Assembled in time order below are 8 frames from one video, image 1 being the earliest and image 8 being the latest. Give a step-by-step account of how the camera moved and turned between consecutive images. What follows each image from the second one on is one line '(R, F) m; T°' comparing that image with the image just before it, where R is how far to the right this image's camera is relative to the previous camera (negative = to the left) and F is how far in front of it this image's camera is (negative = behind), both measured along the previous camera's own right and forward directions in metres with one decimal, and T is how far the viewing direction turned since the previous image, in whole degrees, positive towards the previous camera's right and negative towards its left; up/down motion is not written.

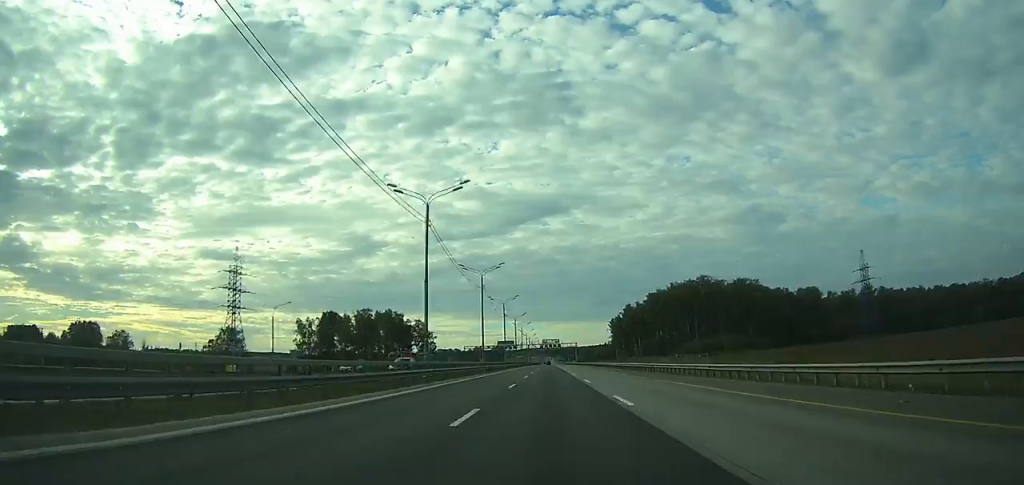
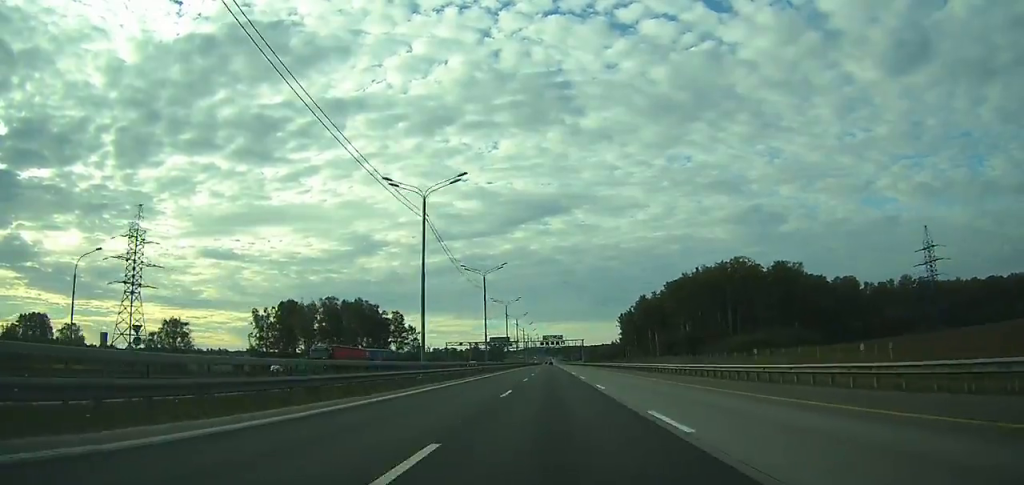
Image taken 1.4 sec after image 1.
(+0.1, +36.8) m; 0°
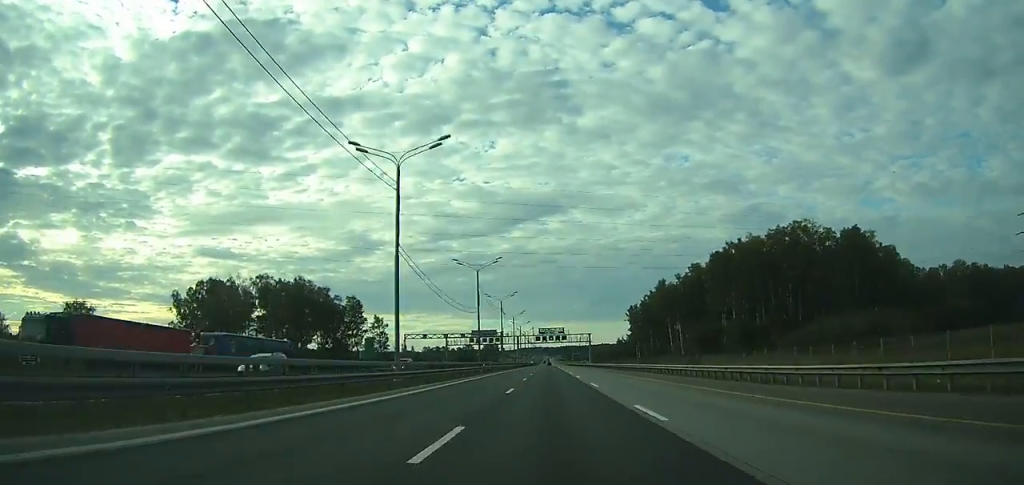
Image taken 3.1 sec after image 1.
(+0.1, +46.5) m; 0°
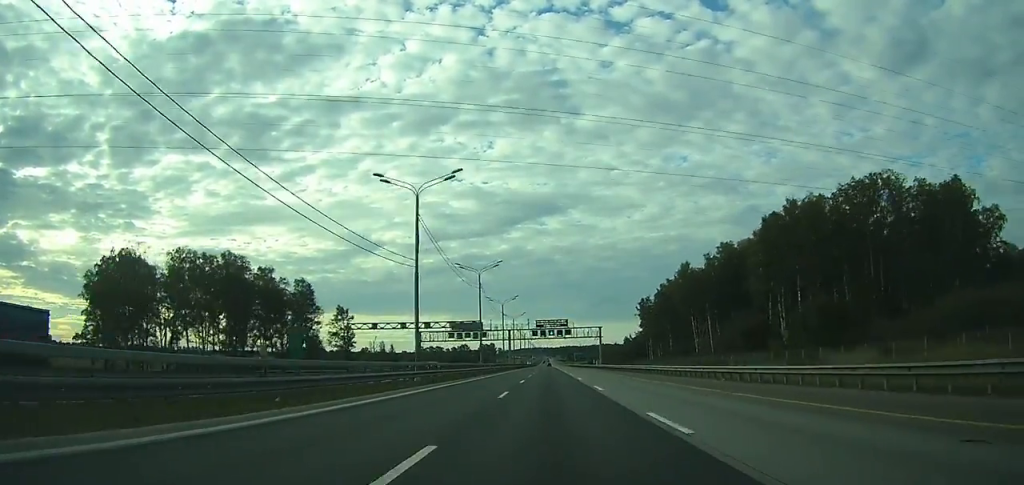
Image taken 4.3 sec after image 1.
(0.0, +35.9) m; 0°
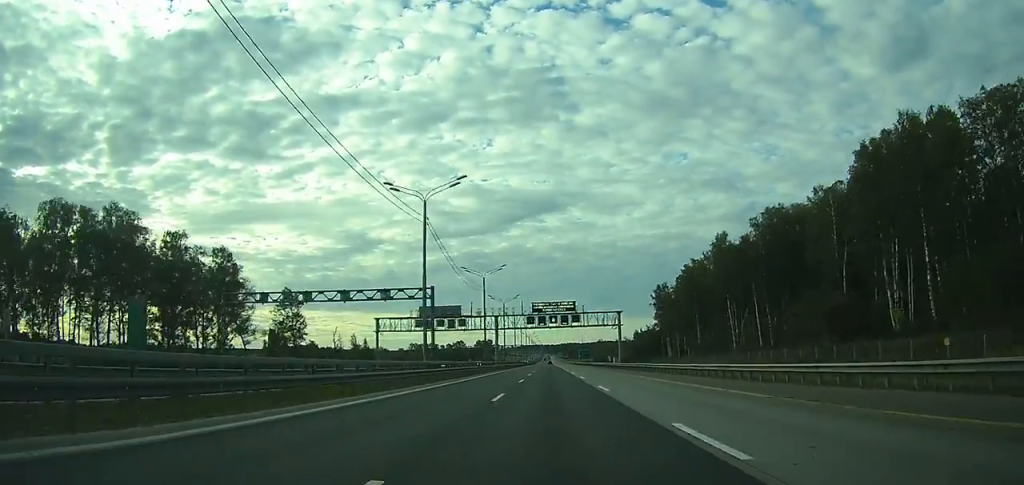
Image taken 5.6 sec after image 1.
(-0.1, +35.7) m; 0°
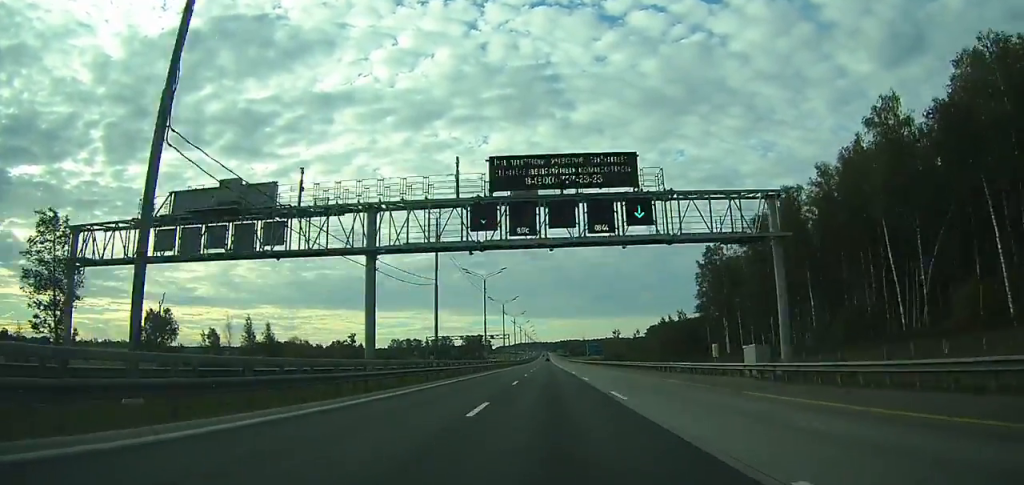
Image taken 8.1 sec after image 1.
(-0.1, +68.7) m; 0°
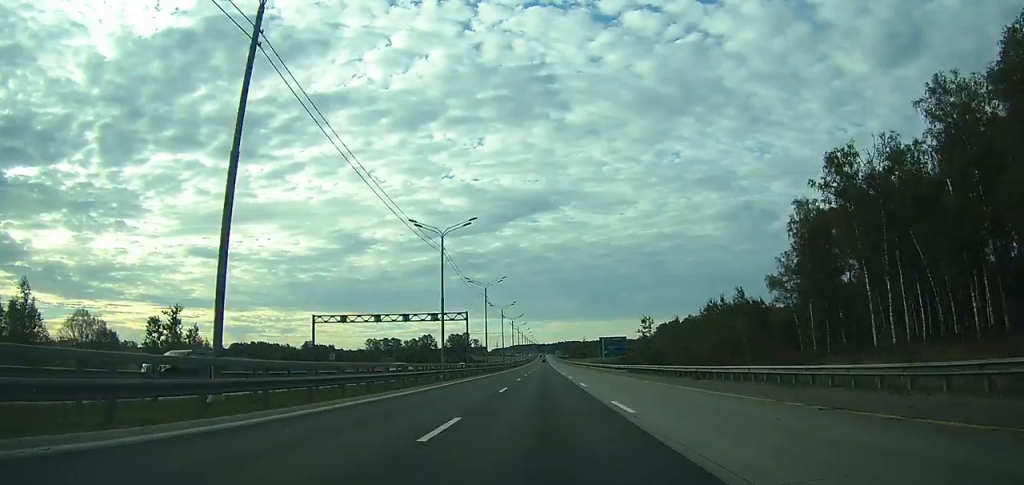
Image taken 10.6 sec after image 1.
(+0.1, +64.7) m; 0°
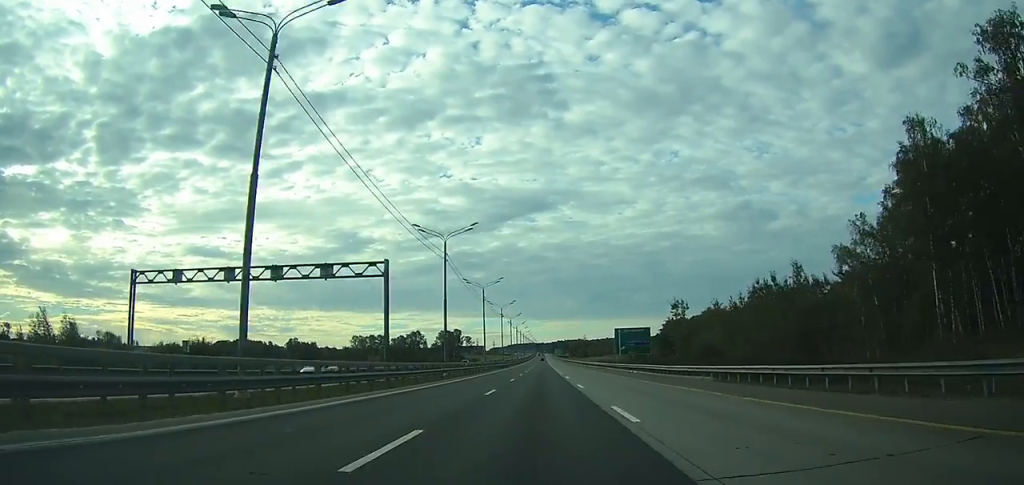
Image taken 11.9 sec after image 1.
(0.0, +33.4) m; 0°
